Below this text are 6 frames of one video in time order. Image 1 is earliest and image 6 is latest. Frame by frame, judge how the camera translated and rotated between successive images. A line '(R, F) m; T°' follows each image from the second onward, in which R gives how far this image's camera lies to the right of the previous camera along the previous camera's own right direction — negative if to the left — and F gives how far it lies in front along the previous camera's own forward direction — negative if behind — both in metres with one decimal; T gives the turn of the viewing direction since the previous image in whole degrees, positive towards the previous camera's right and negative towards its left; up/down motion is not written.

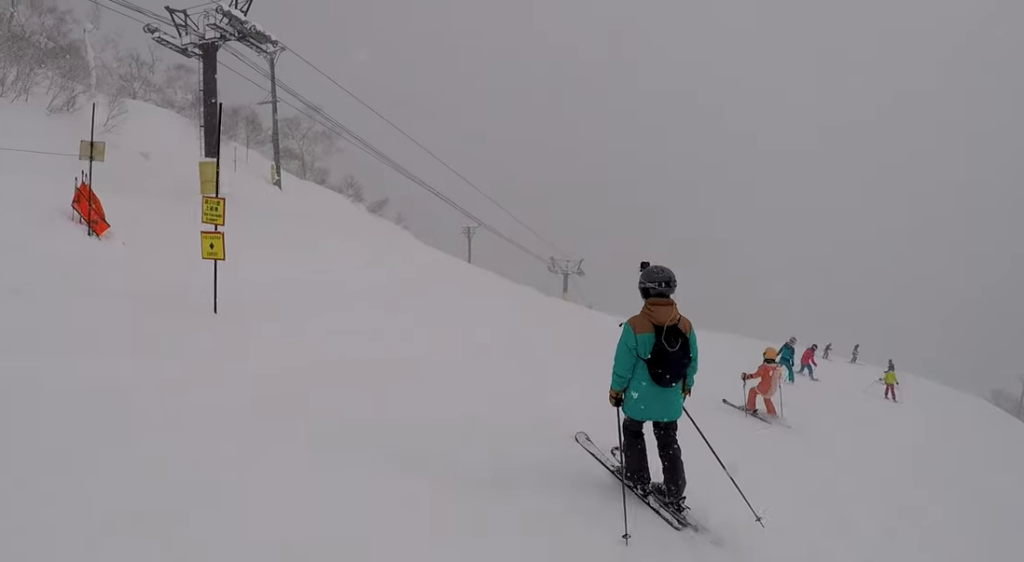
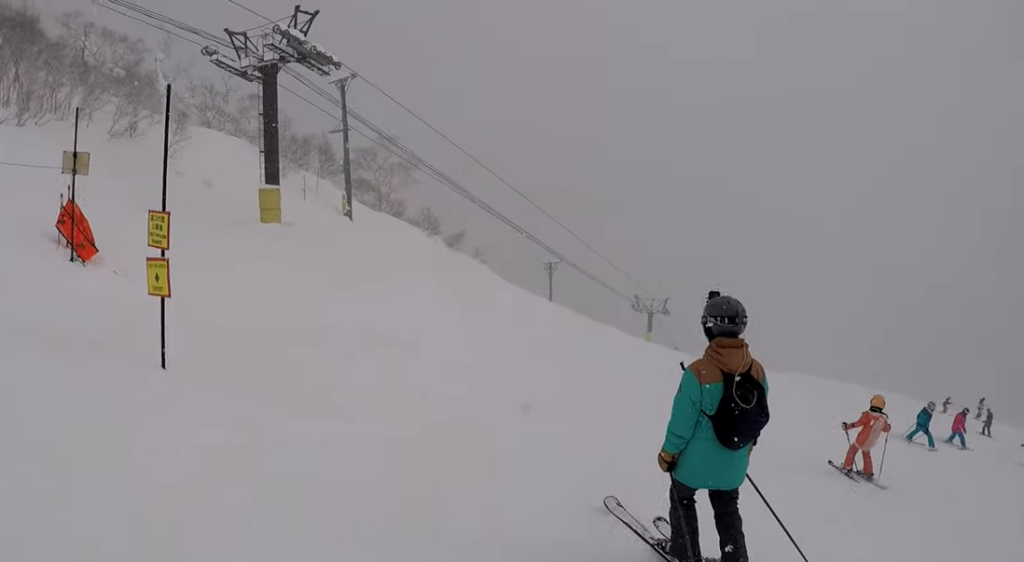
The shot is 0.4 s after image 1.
(-0.5, +1.7) m; -7°
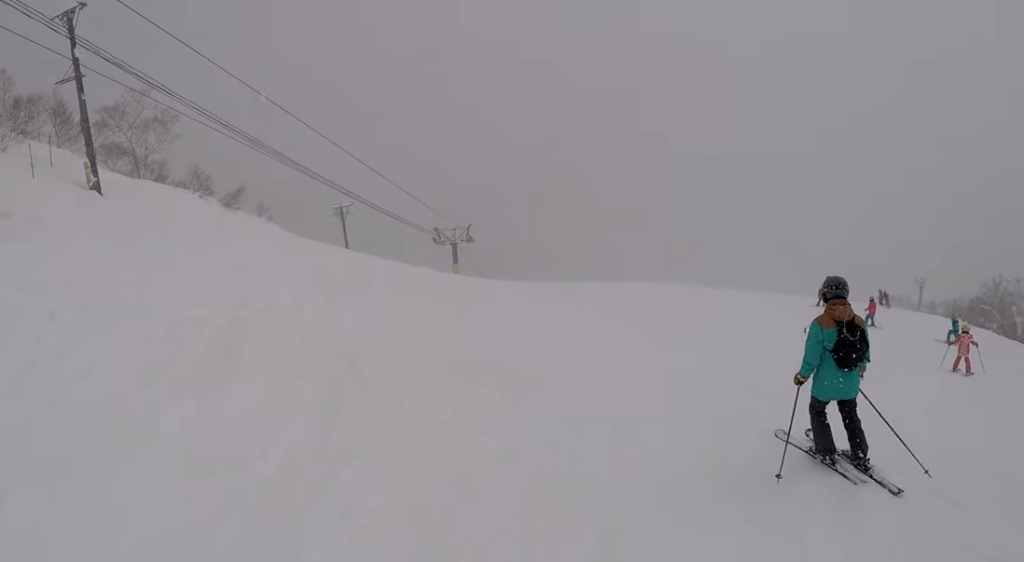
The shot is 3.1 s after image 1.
(+0.1, +9.1) m; +23°
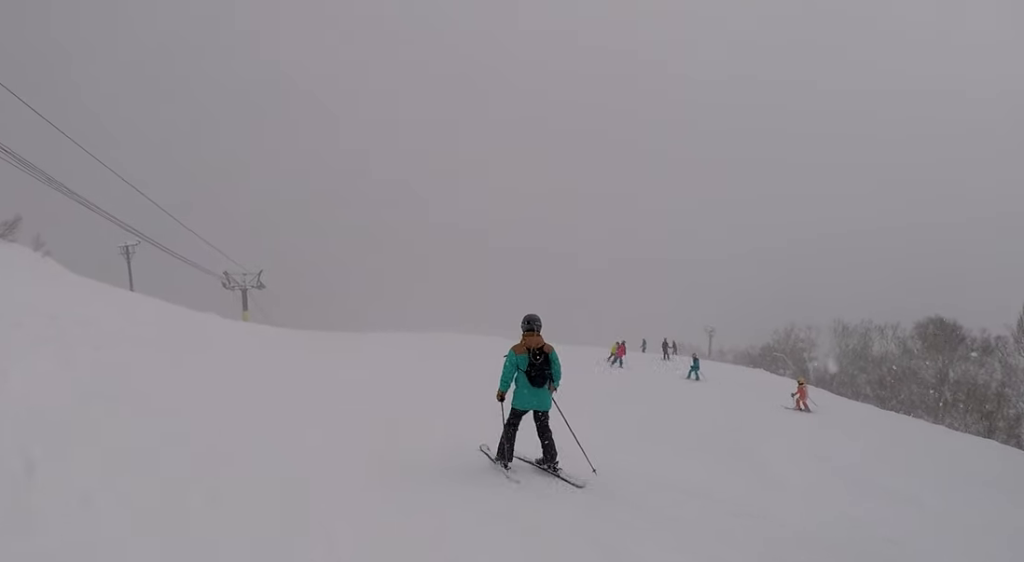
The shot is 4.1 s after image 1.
(+0.5, +3.7) m; +18°
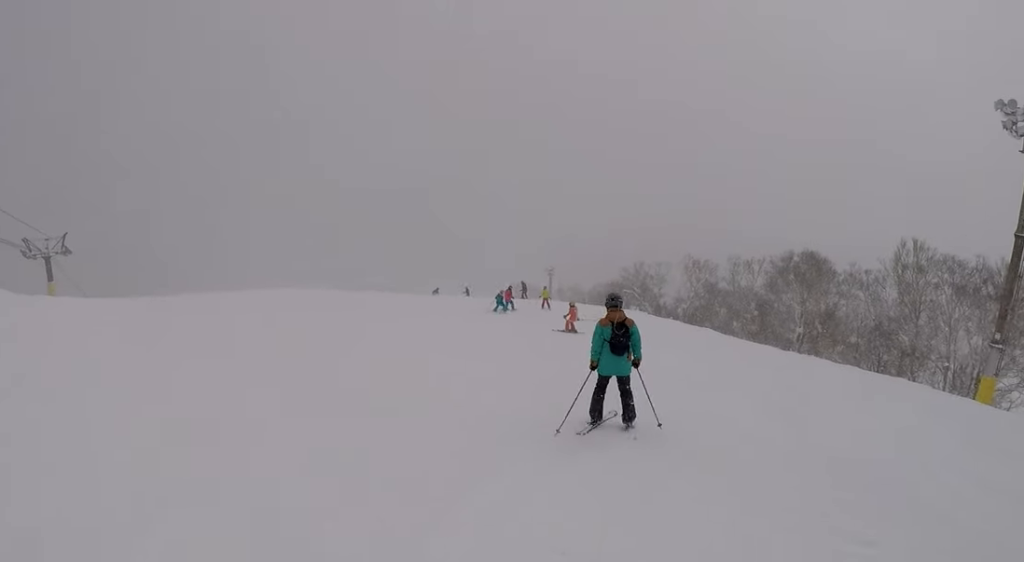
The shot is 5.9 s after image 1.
(+1.3, +8.7) m; +12°
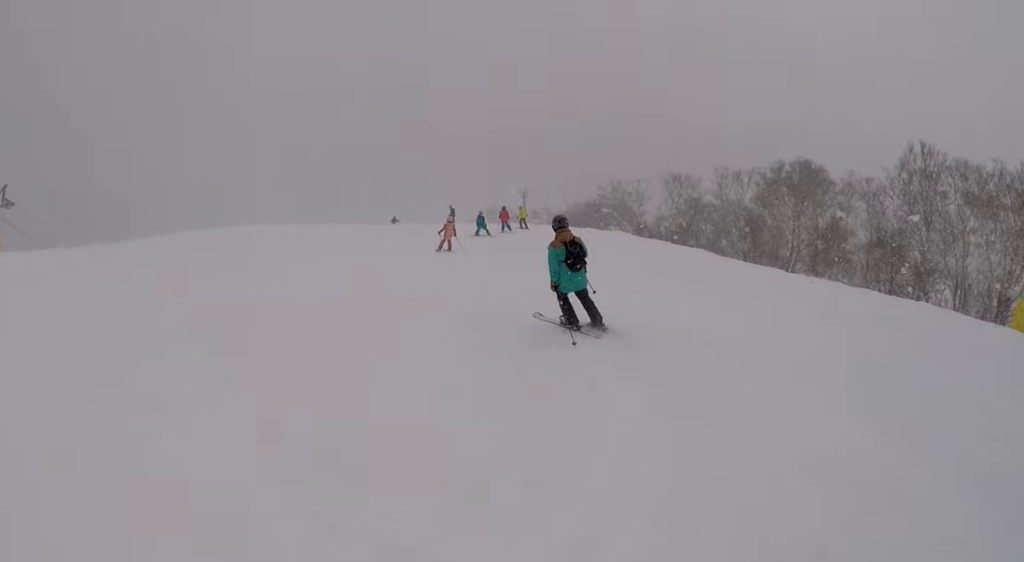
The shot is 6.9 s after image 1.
(+0.3, +5.2) m; -2°
